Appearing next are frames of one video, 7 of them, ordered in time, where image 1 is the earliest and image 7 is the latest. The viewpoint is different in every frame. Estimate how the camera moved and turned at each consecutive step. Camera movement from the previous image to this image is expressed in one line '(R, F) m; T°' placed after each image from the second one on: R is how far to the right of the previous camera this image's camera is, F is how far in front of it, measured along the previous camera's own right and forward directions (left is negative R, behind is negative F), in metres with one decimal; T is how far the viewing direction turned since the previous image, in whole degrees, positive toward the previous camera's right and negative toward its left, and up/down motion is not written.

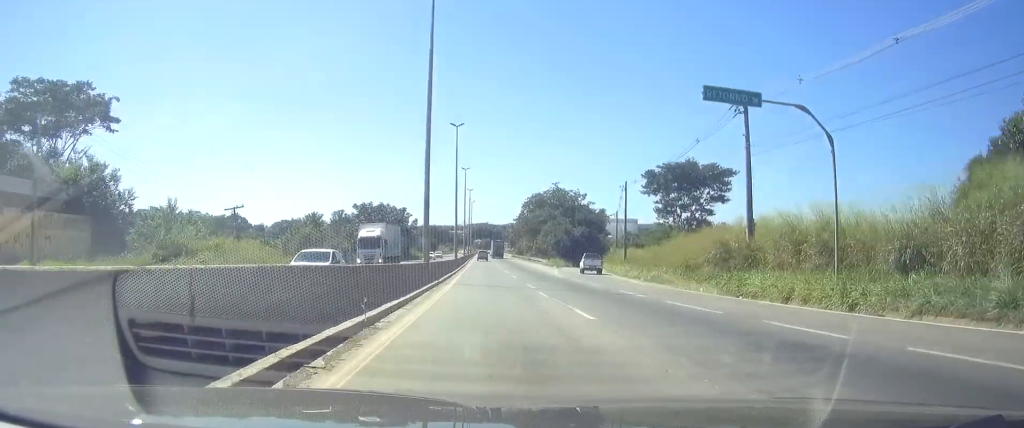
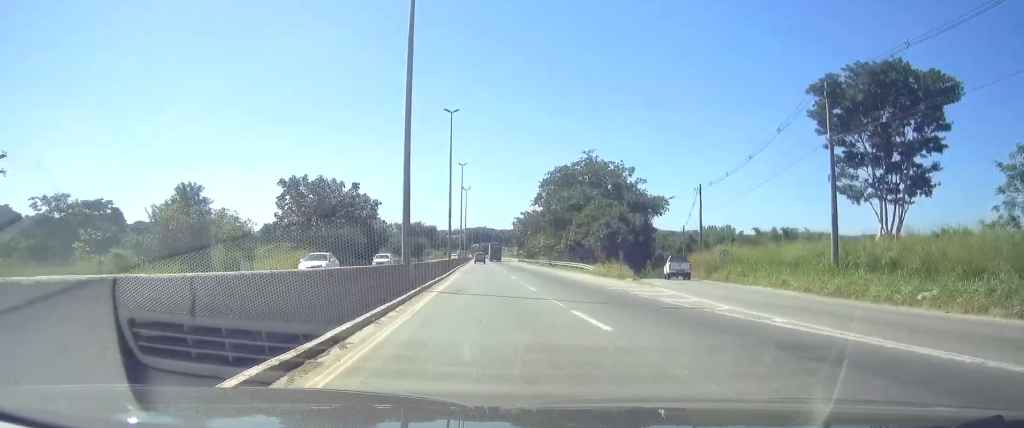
(-0.1, +44.1) m; -1°
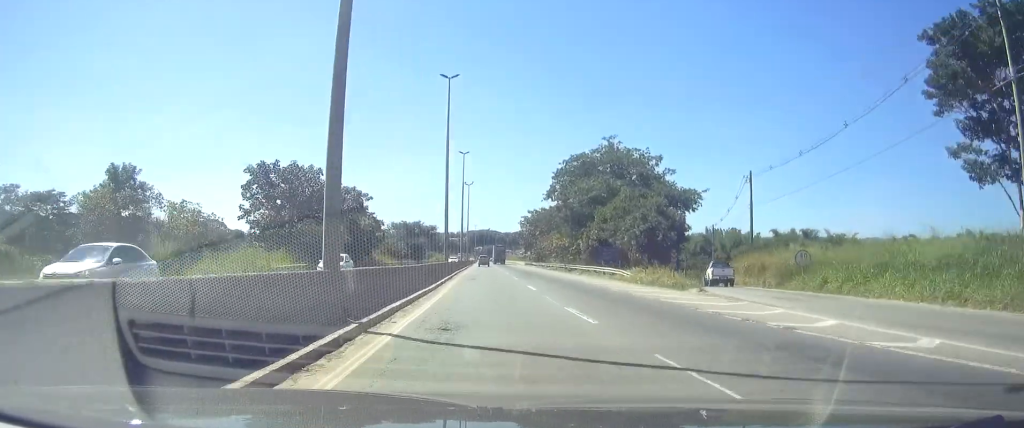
(-0.1, +12.3) m; 0°
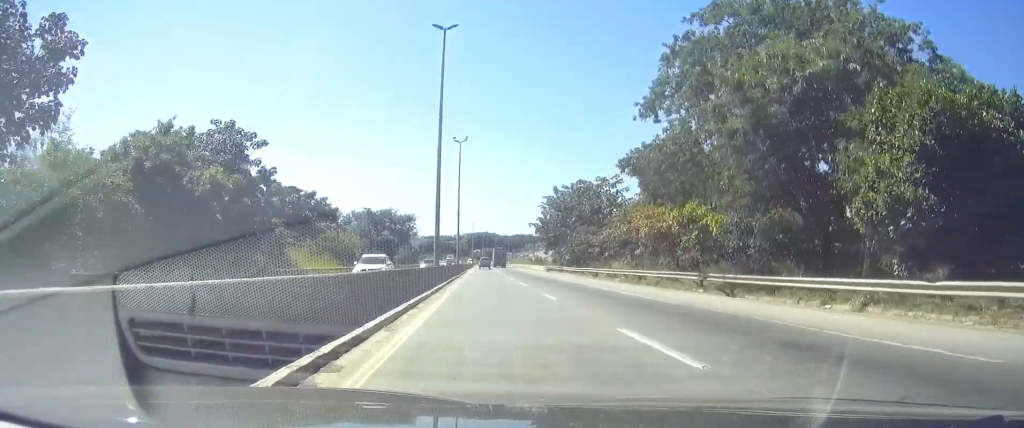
(+0.2, +47.8) m; 0°
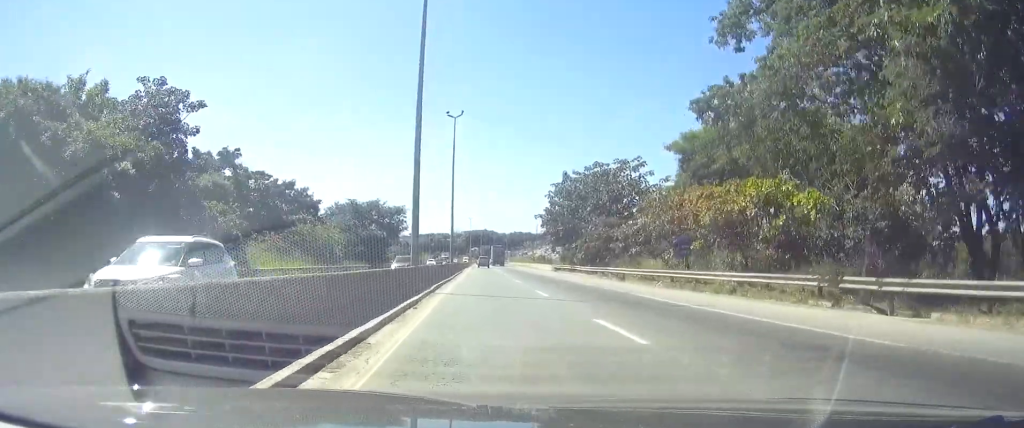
(0.0, +11.5) m; 0°
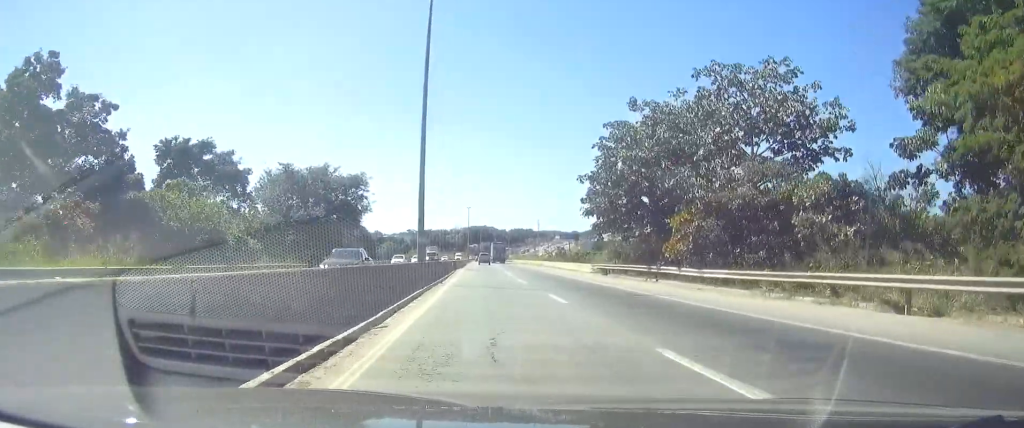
(+0.1, +32.6) m; 0°
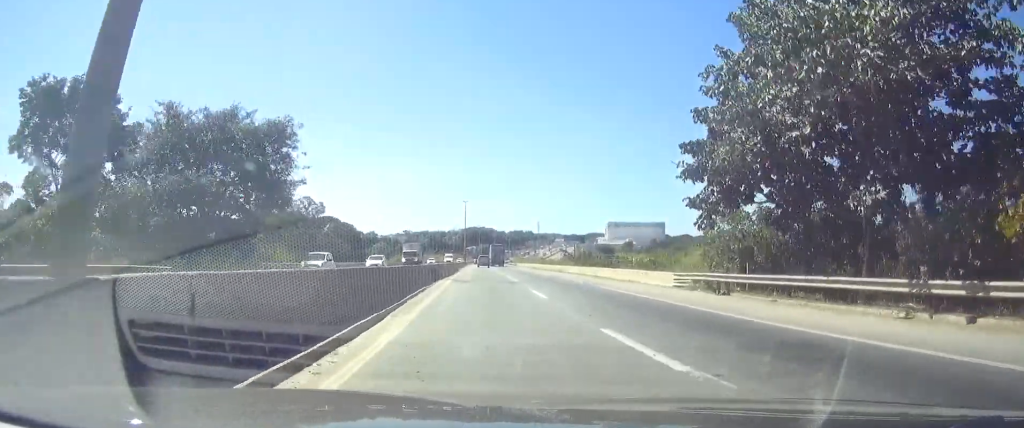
(-0.1, +25.4) m; 0°
